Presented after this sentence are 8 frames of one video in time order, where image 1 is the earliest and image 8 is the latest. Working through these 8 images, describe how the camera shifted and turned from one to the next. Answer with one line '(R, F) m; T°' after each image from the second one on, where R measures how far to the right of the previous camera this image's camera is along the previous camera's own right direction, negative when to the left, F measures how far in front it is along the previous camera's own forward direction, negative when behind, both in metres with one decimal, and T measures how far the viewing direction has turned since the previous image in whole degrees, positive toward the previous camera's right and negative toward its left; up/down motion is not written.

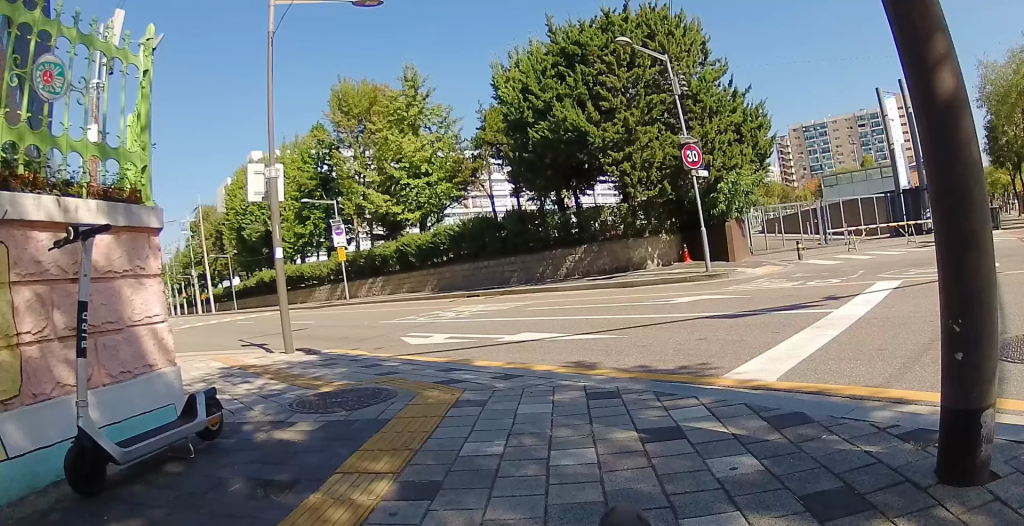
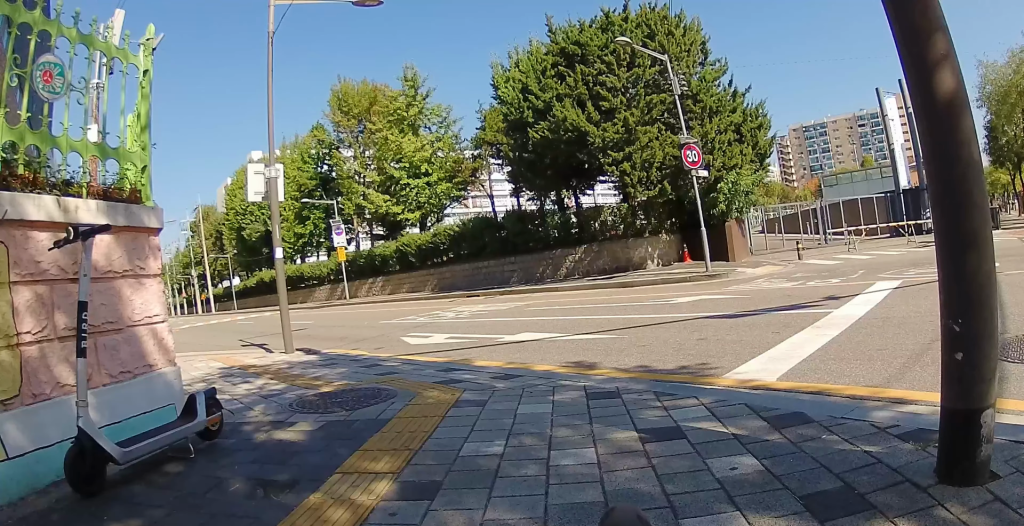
(0.0, 0.0) m; 0°
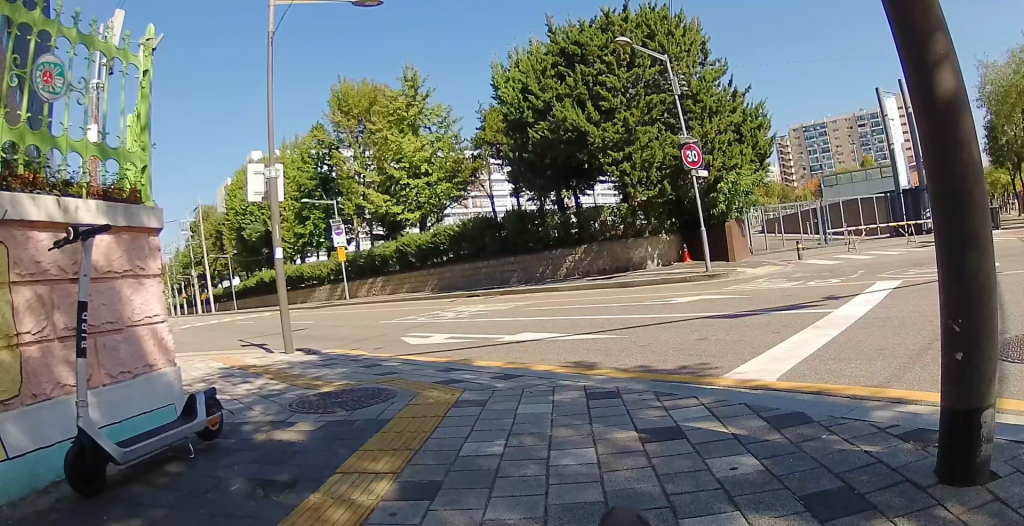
(0.0, 0.0) m; 0°
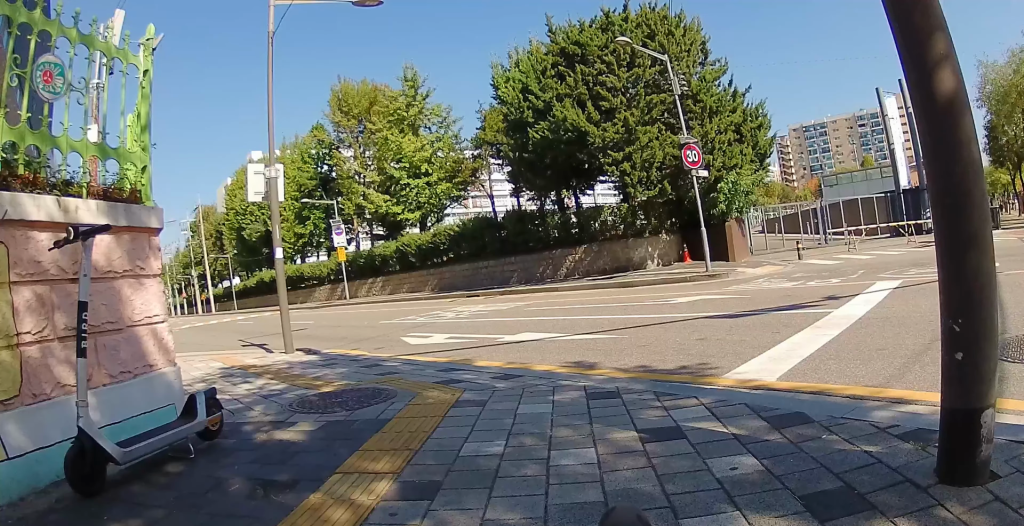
(0.0, 0.0) m; 0°
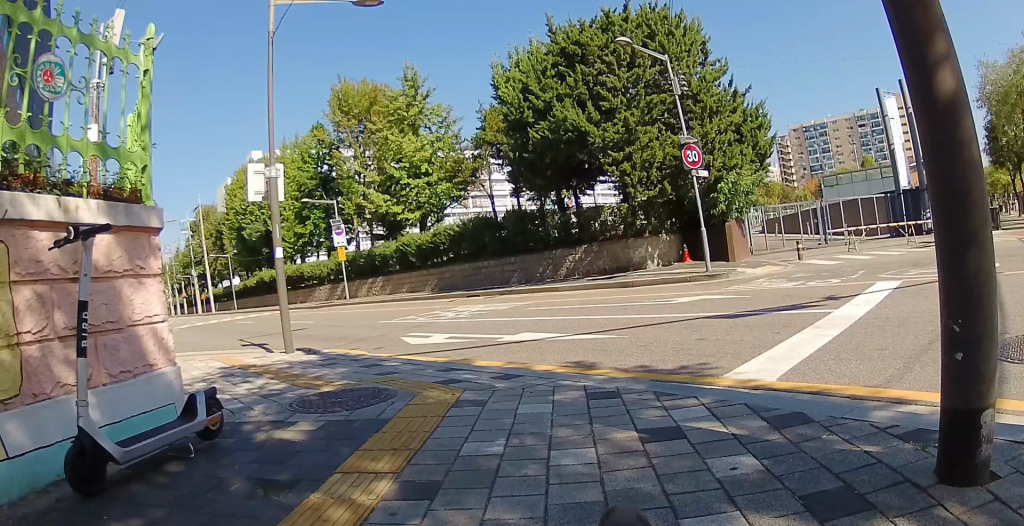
(0.0, 0.0) m; 0°
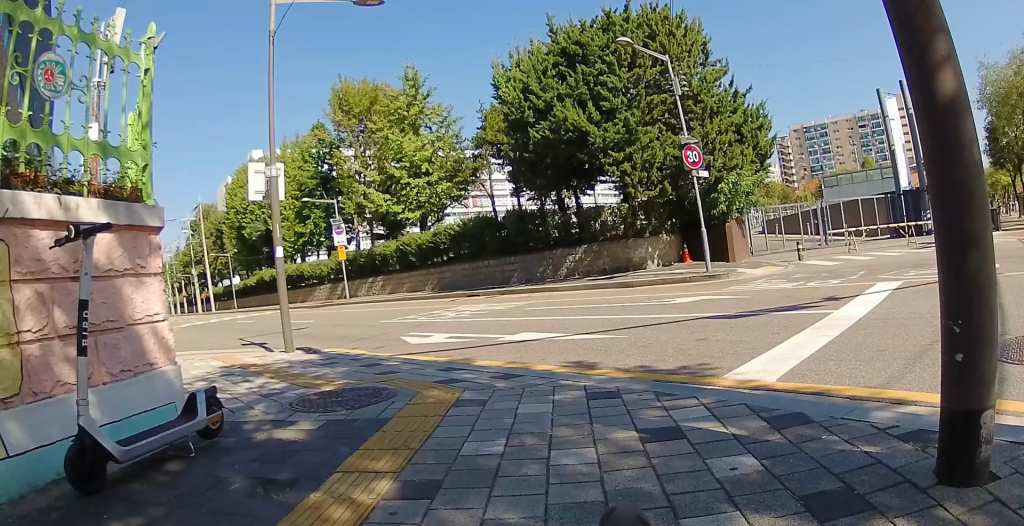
(0.0, 0.0) m; 0°
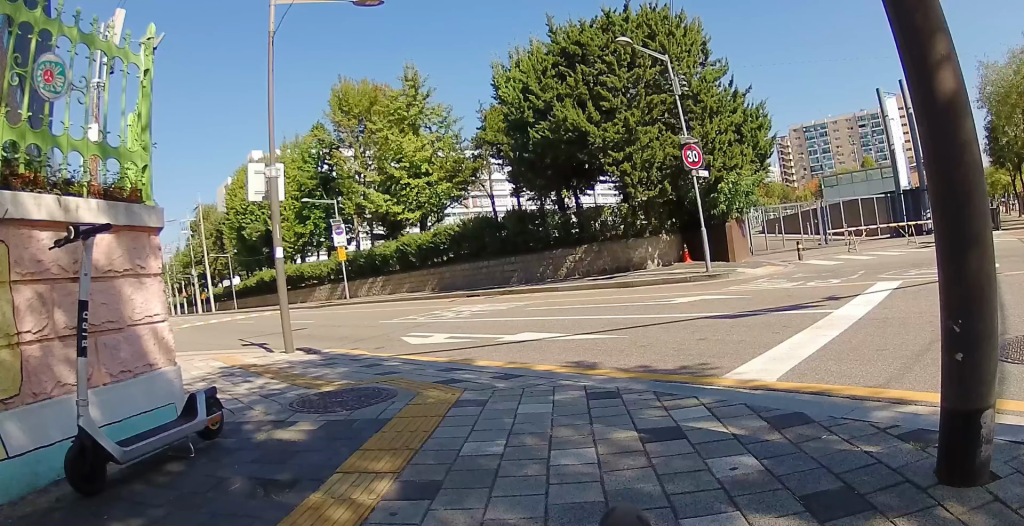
(0.0, 0.0) m; 0°
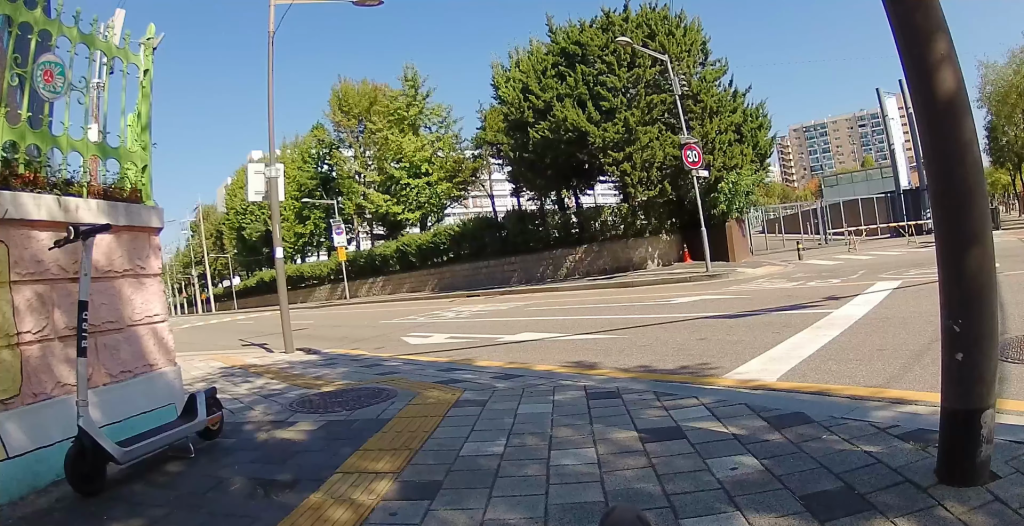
(0.0, 0.0) m; 0°
